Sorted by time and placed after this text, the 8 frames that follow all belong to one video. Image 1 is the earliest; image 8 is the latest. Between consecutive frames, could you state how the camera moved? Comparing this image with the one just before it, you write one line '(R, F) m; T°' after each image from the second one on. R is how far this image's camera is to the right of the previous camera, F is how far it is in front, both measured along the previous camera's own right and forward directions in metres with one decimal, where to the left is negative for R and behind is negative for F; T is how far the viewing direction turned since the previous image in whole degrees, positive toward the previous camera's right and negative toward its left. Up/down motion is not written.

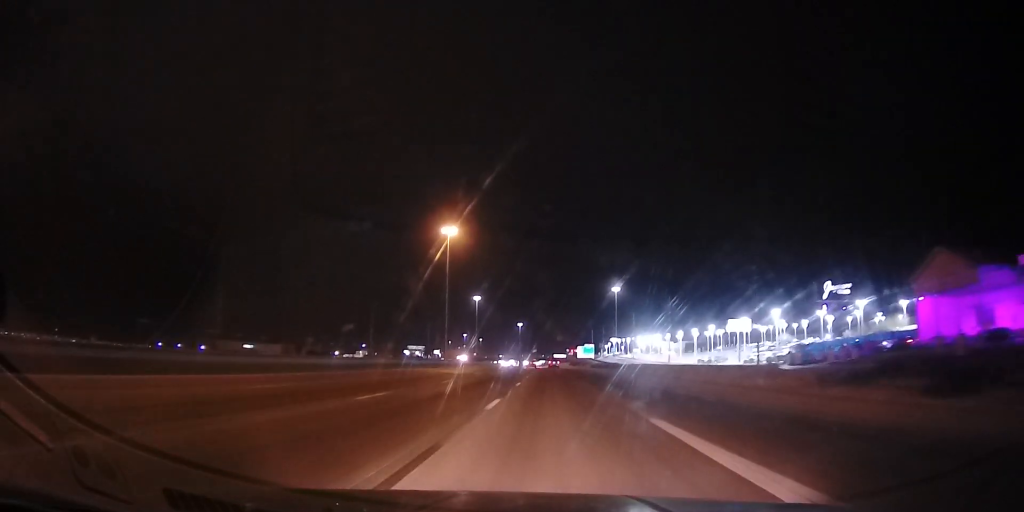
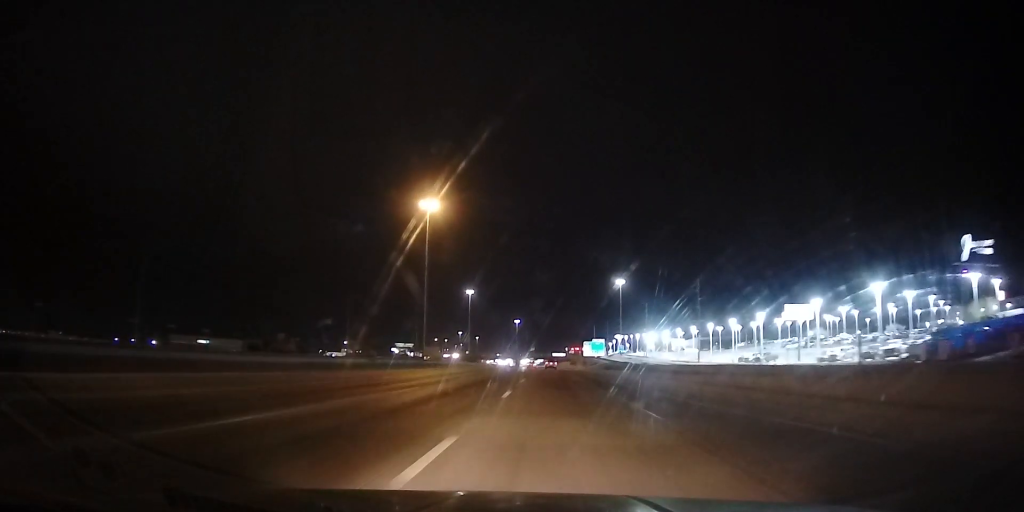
(-0.3, +32.1) m; -1°
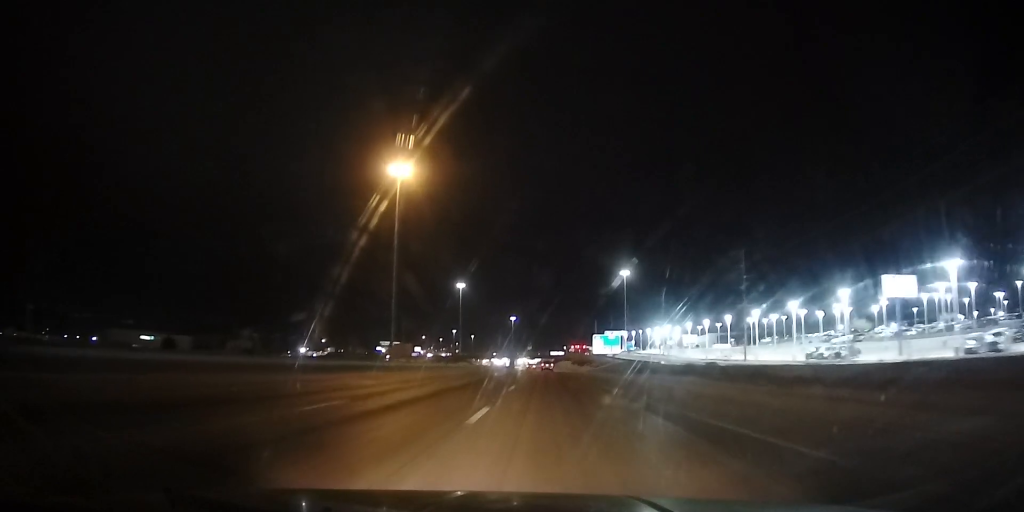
(0.0, +31.1) m; 0°
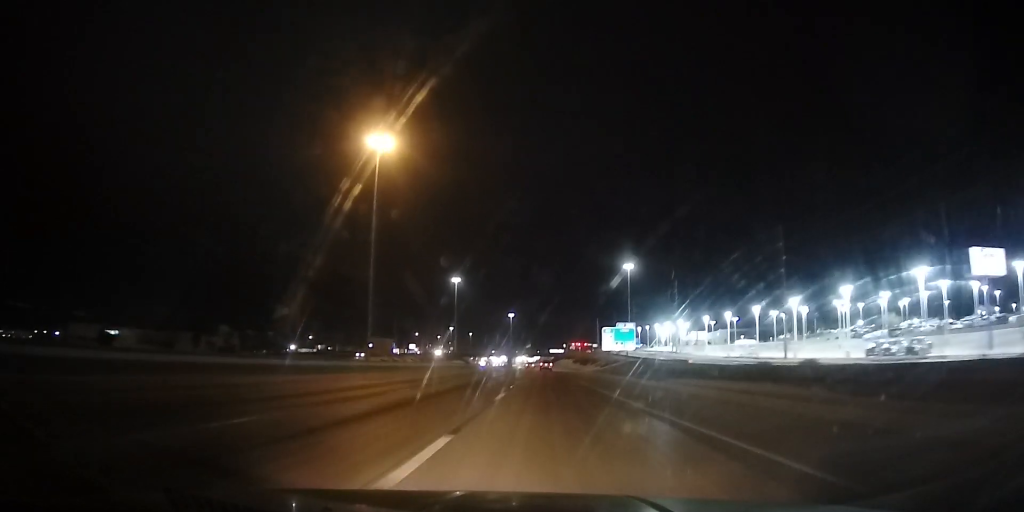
(0.0, +16.9) m; 0°
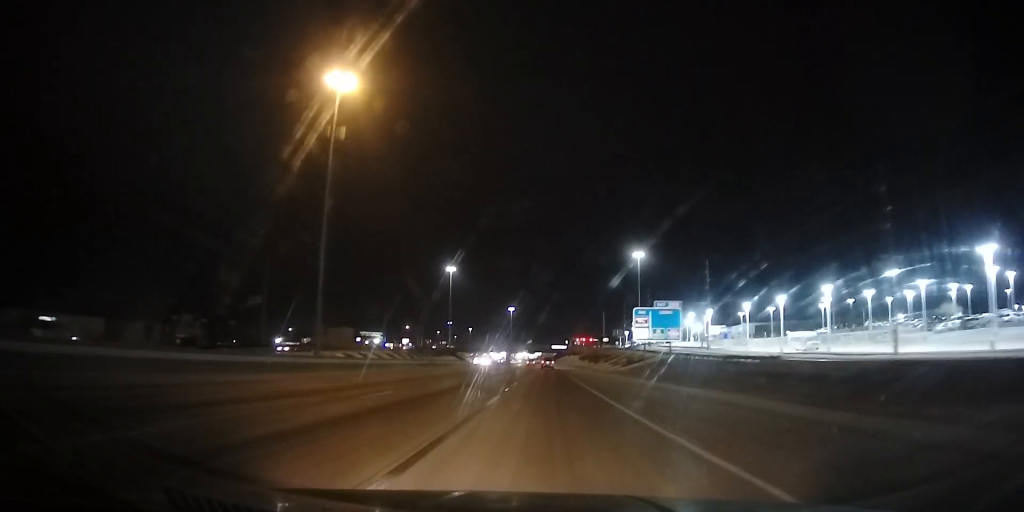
(+0.3, +26.8) m; 0°
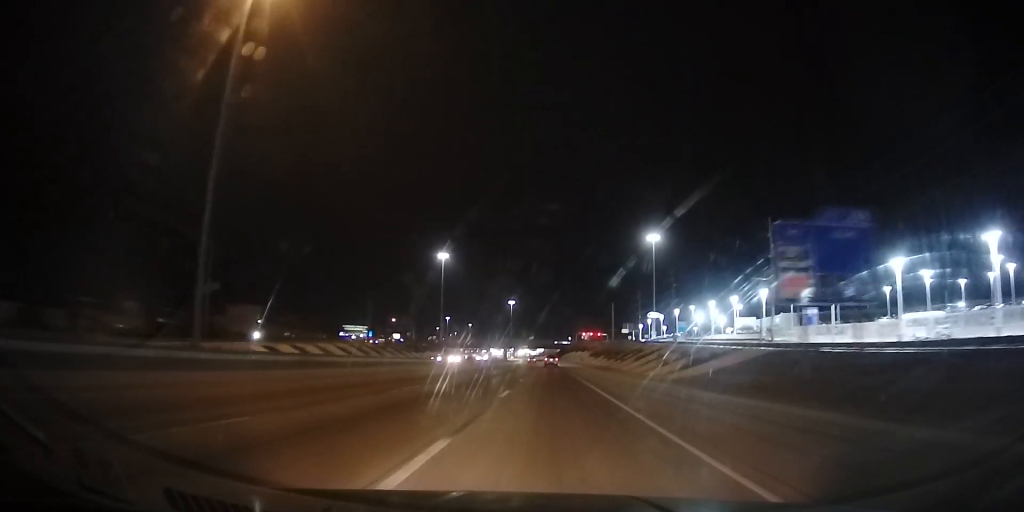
(-0.2, +33.2) m; -1°
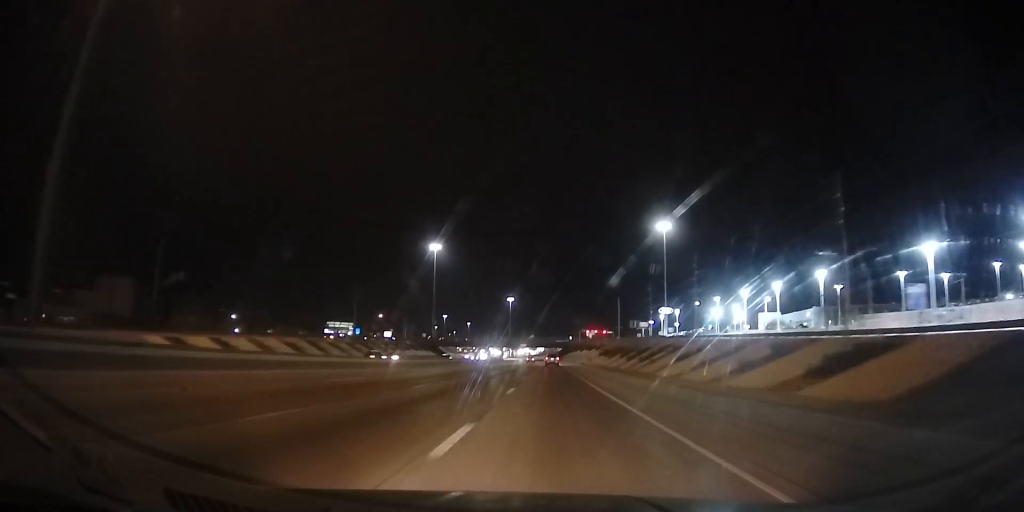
(0.0, +22.6) m; 0°
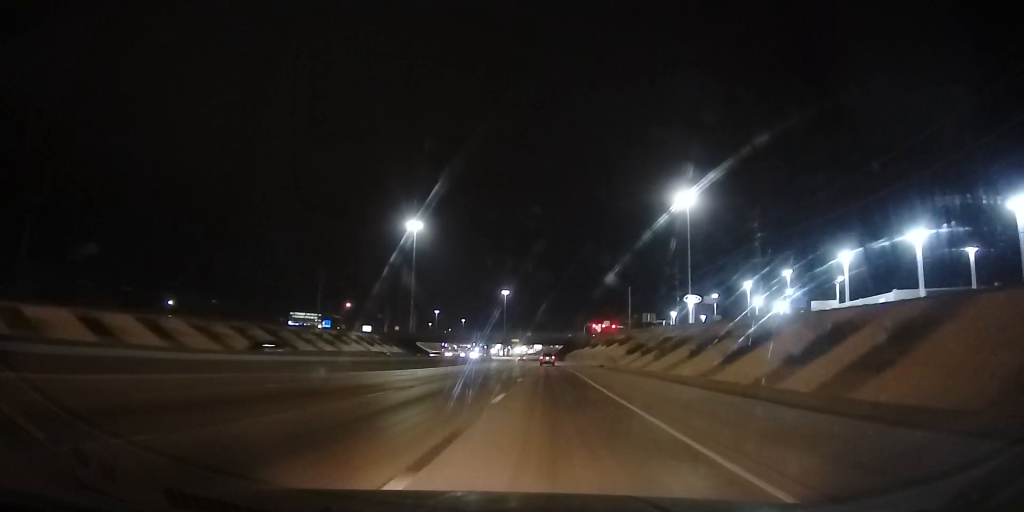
(+0.2, +40.7) m; +1°
